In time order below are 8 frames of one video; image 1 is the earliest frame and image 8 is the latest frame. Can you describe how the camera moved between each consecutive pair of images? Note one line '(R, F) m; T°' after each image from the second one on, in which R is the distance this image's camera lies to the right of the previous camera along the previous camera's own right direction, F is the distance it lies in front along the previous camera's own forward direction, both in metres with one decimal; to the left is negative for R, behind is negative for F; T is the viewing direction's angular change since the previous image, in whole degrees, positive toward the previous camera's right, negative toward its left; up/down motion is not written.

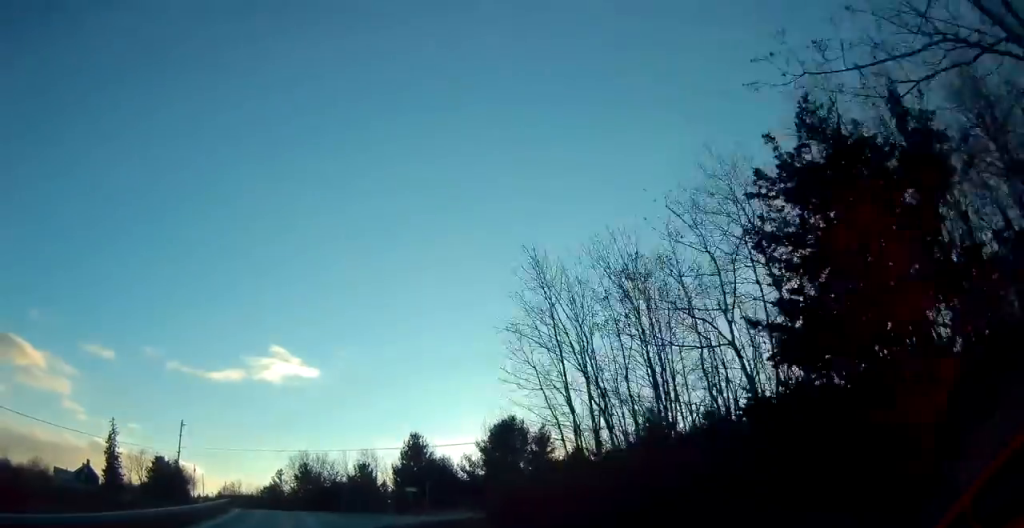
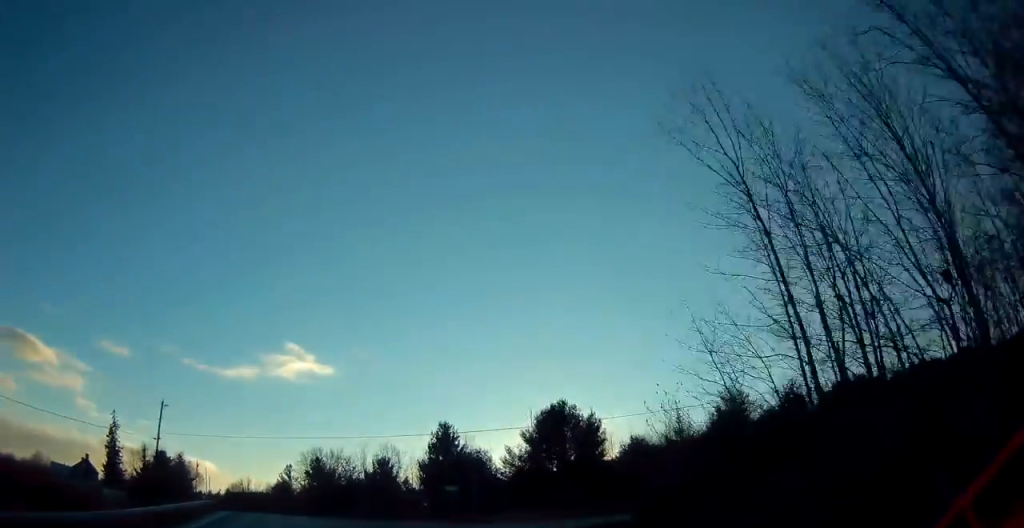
(+0.1, +11.4) m; -1°
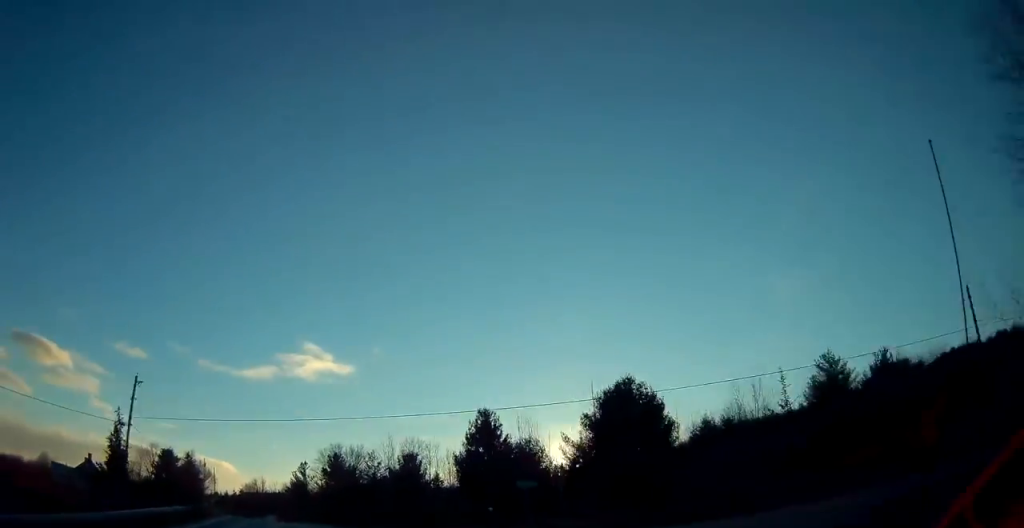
(-0.2, +10.4) m; -2°
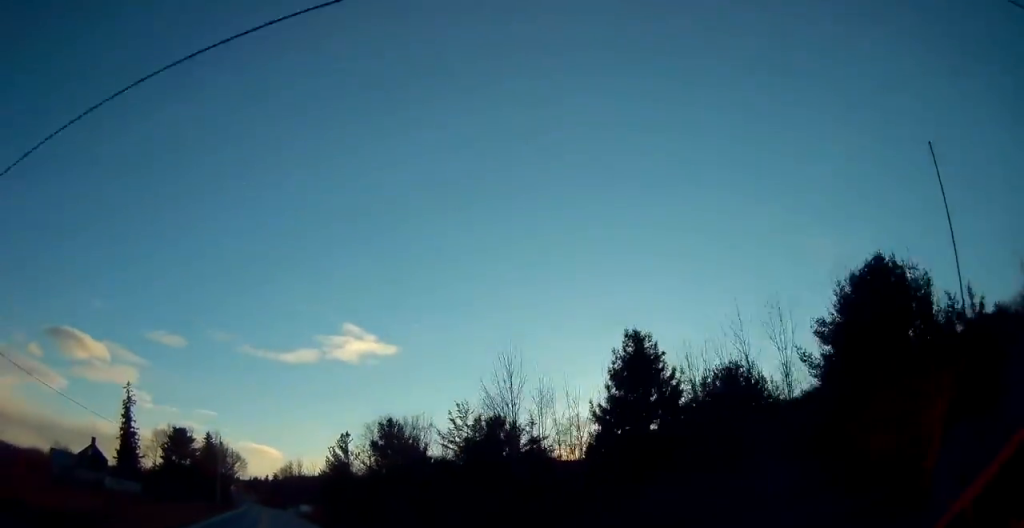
(-1.2, +25.4) m; -7°
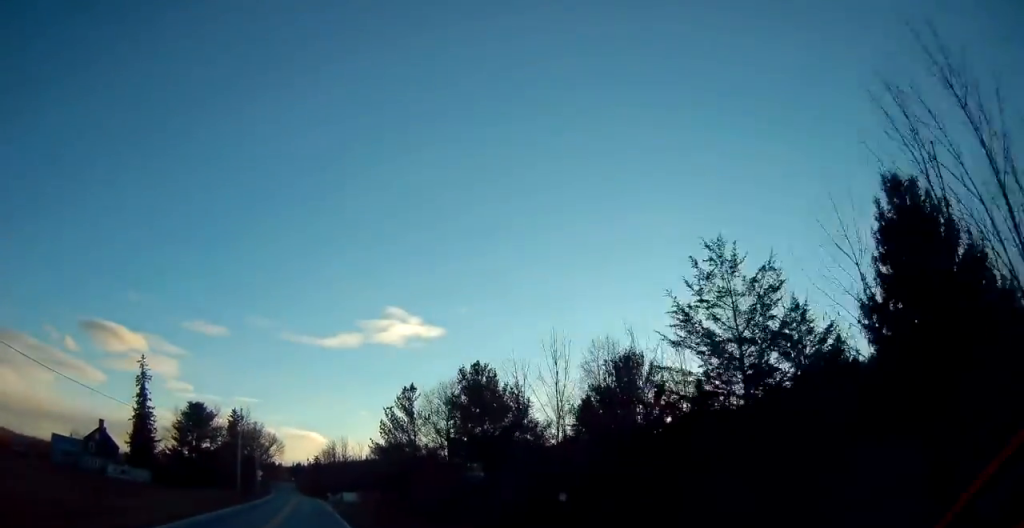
(-1.1, +20.6) m; -4°
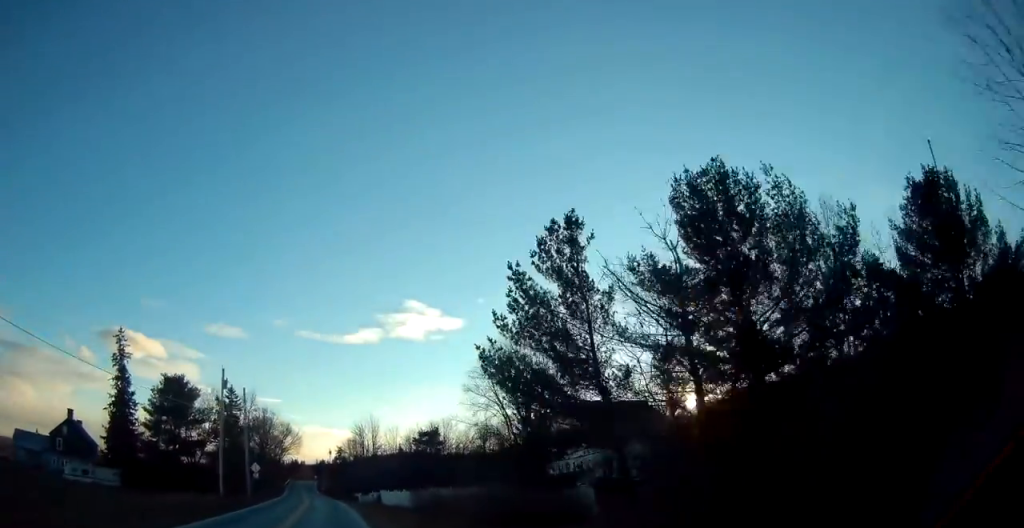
(-0.4, +26.2) m; -2°
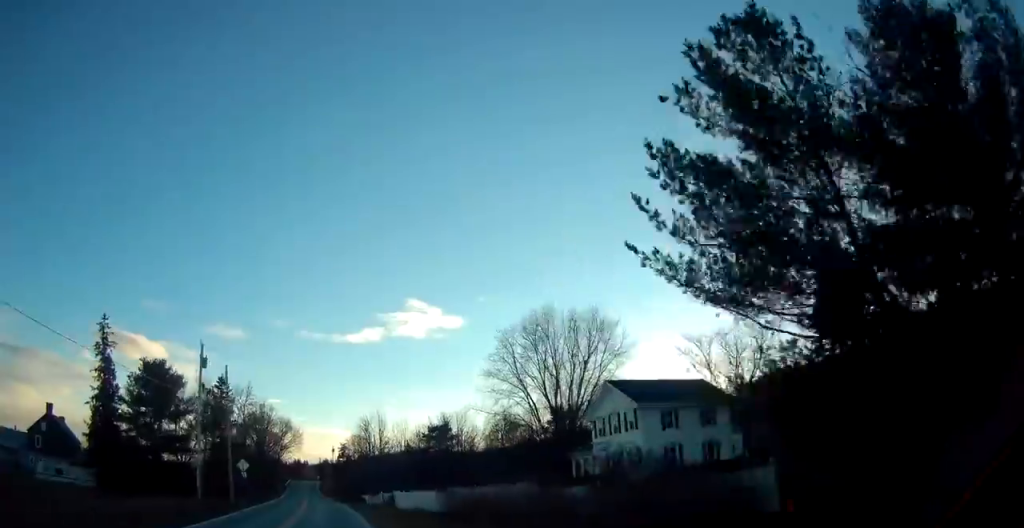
(-0.1, +9.8) m; -1°
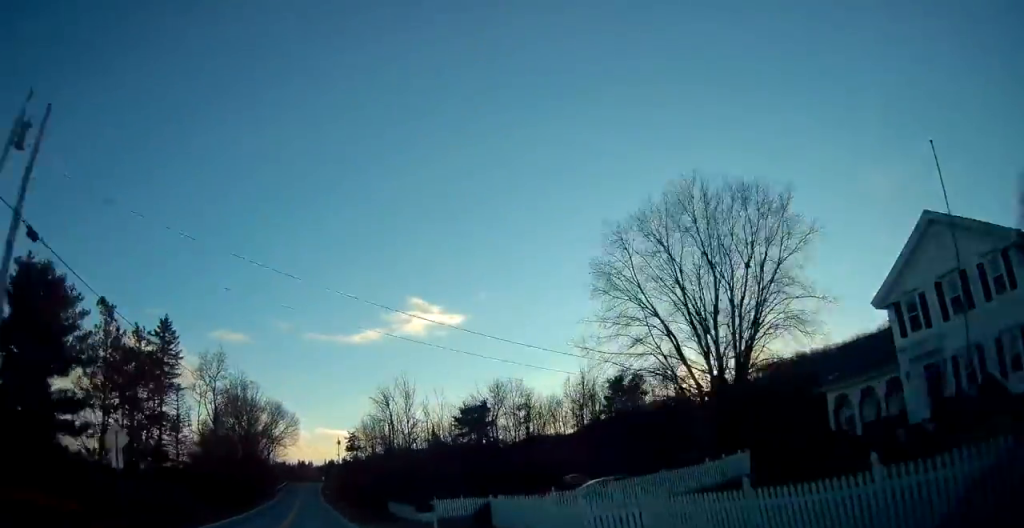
(-0.3, +30.5) m; -1°
